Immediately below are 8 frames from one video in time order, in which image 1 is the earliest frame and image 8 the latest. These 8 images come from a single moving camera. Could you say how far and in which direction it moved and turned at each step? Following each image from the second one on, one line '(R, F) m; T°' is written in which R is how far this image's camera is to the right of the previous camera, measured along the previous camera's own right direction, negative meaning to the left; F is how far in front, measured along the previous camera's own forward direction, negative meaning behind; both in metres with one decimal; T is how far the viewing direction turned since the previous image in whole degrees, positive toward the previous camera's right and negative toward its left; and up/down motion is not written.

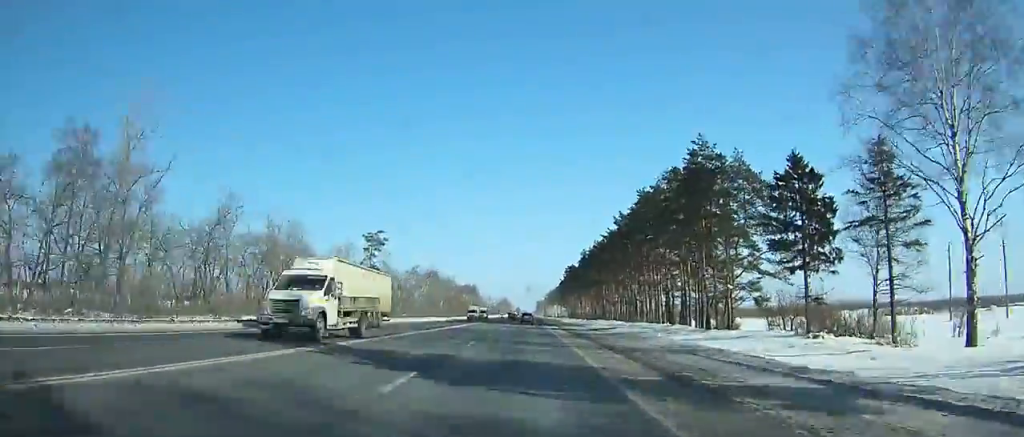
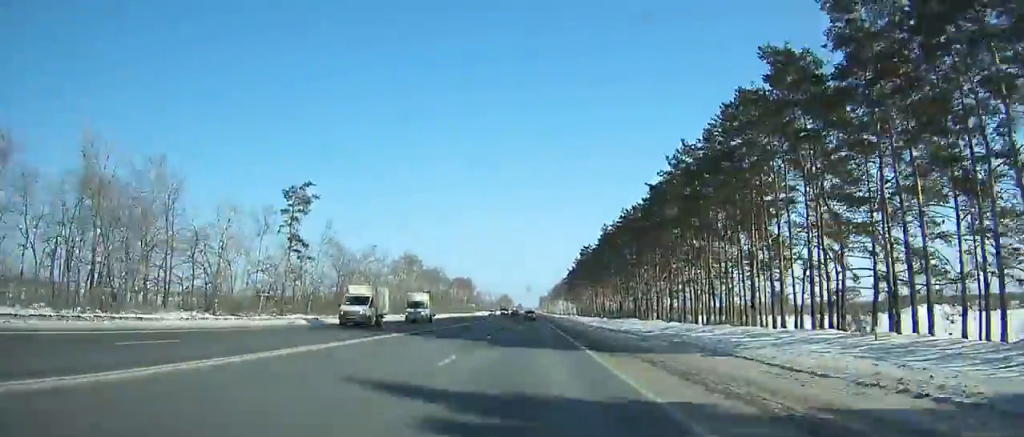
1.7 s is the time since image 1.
(-0.2, +43.6) m; 0°
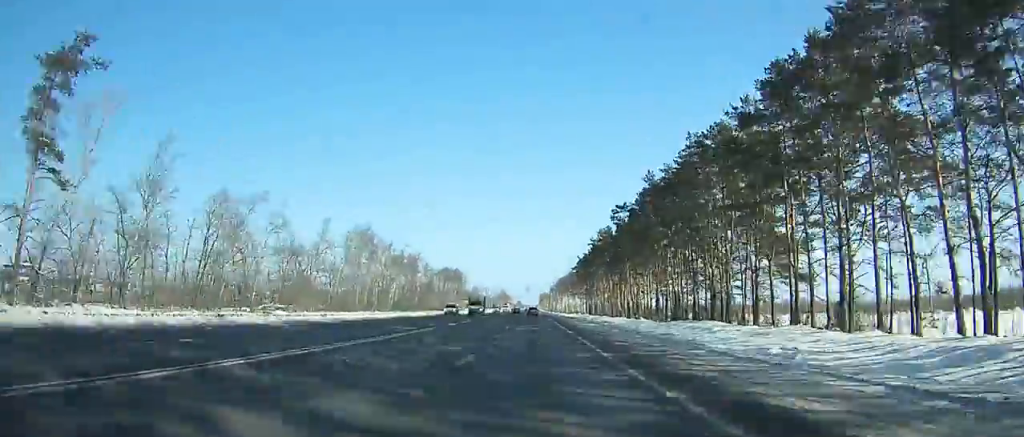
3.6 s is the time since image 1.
(+0.1, +49.1) m; 0°
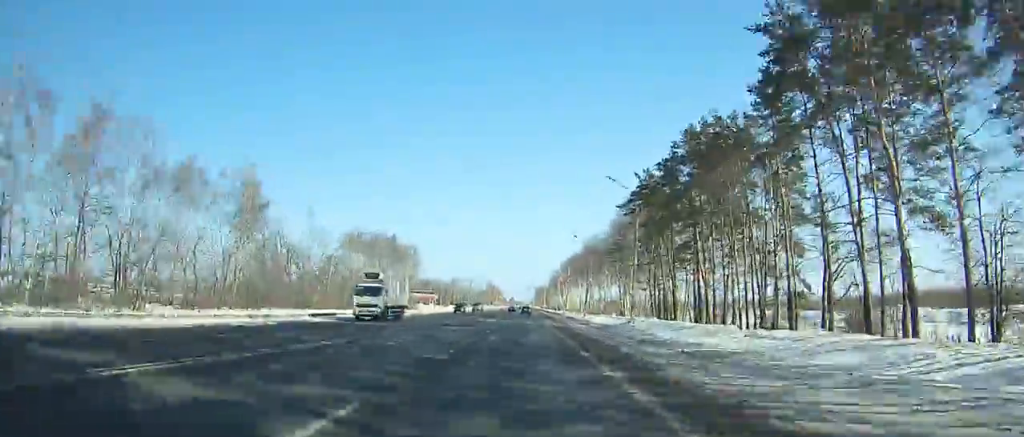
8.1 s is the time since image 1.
(+1.1, +115.6) m; +1°
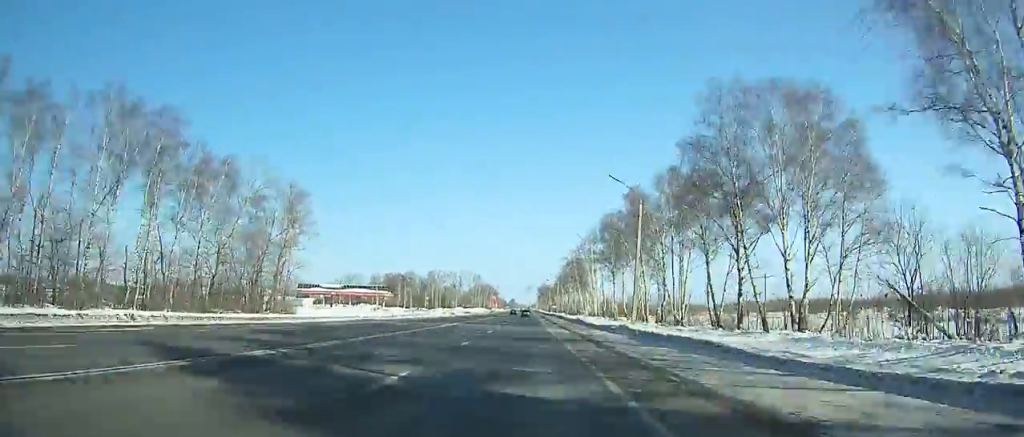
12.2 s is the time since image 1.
(-0.6, +102.9) m; 0°
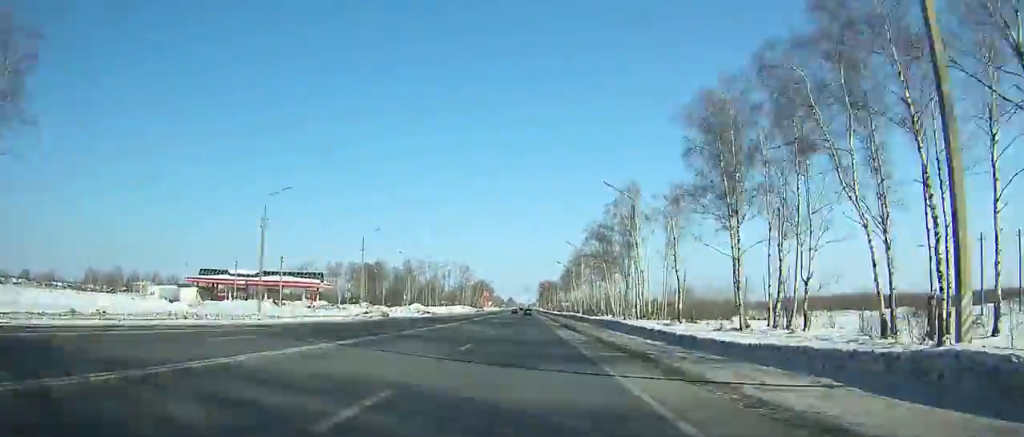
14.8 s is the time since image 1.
(-0.1, +63.2) m; 0°
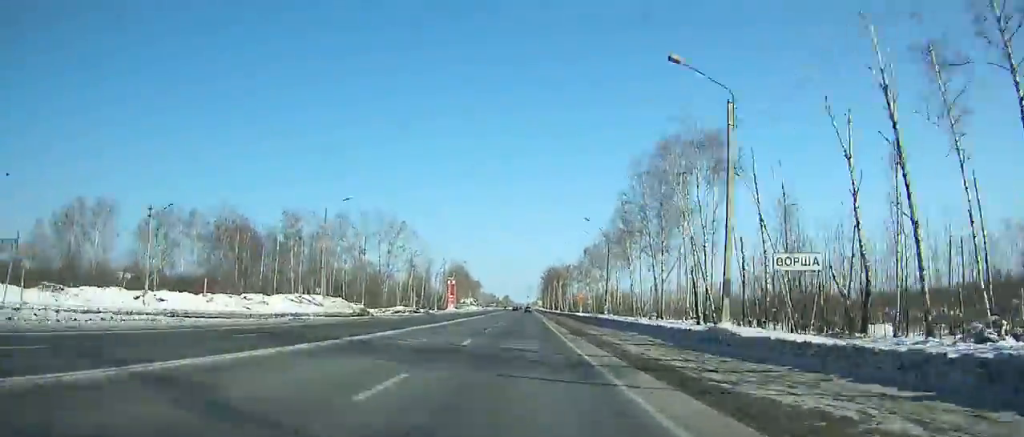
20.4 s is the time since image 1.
(0.0, +129.0) m; 0°
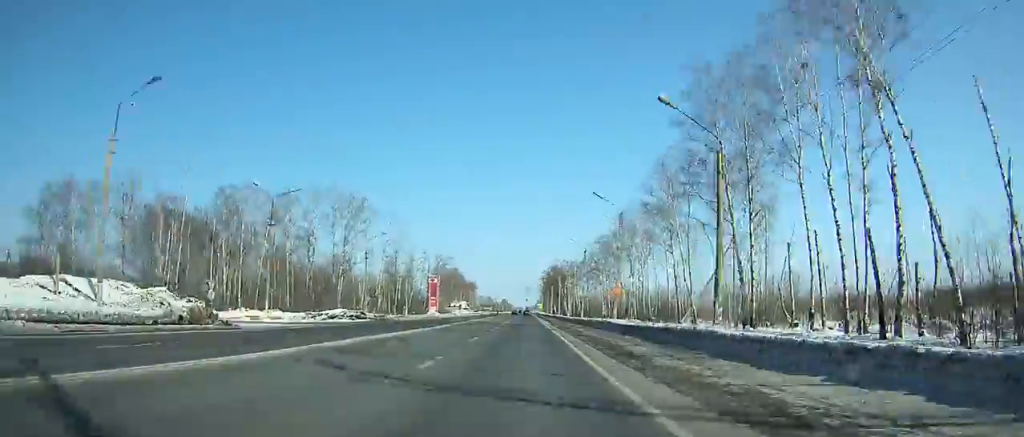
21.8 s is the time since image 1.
(+0.1, +30.8) m; 0°
